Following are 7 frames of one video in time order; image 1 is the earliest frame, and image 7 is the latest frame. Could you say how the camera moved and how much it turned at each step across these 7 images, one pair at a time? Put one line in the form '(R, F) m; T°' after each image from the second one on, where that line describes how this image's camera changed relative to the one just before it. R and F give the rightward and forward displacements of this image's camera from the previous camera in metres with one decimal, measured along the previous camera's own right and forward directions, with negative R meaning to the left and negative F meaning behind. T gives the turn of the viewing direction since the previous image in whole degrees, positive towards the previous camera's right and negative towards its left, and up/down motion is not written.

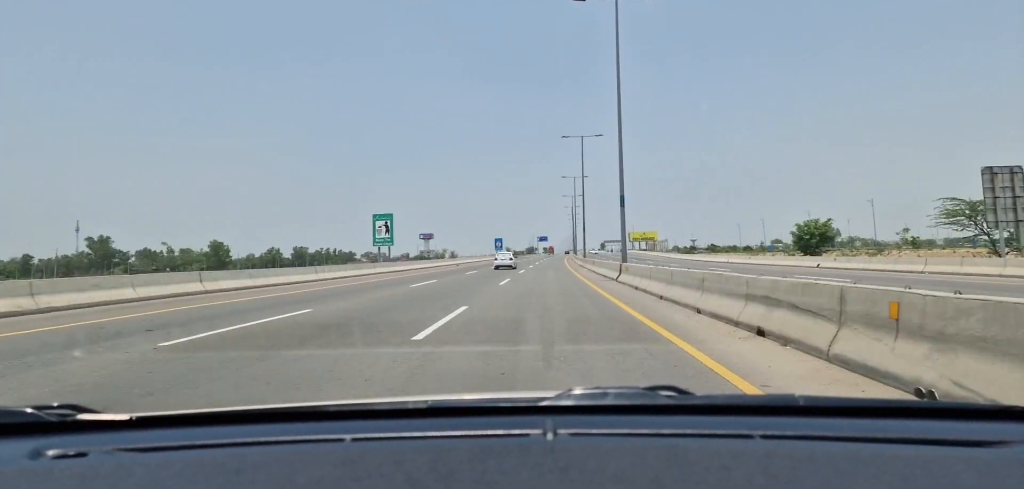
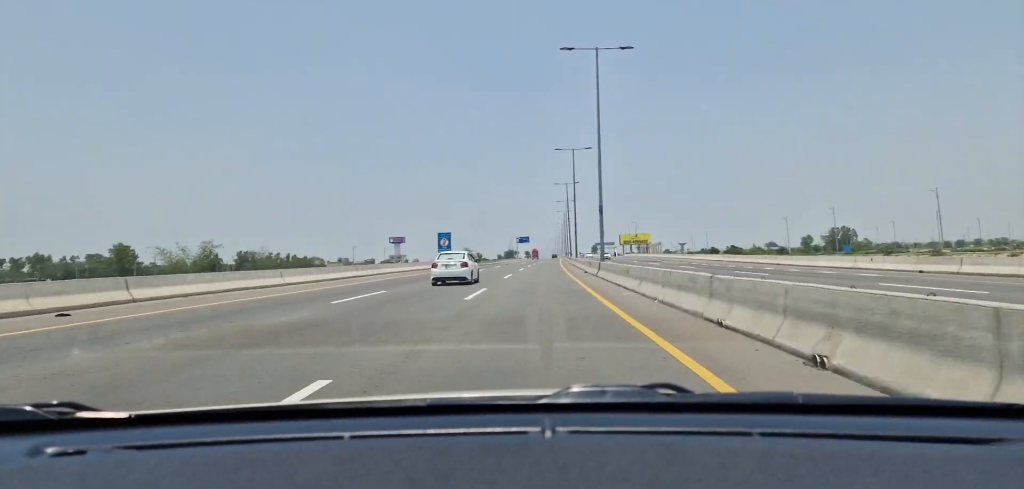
(+0.5, +64.4) m; +1°
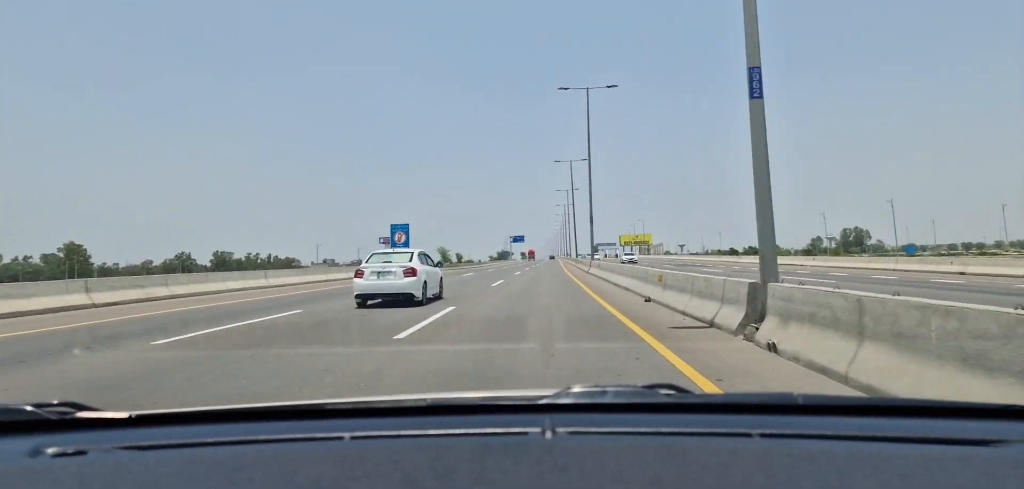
(0.0, +26.6) m; 0°
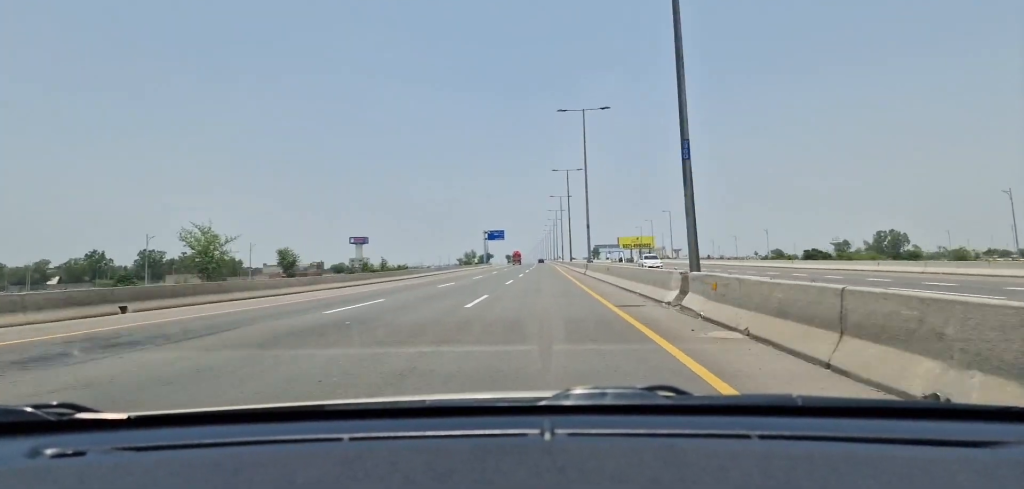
(+0.6, +64.3) m; 0°
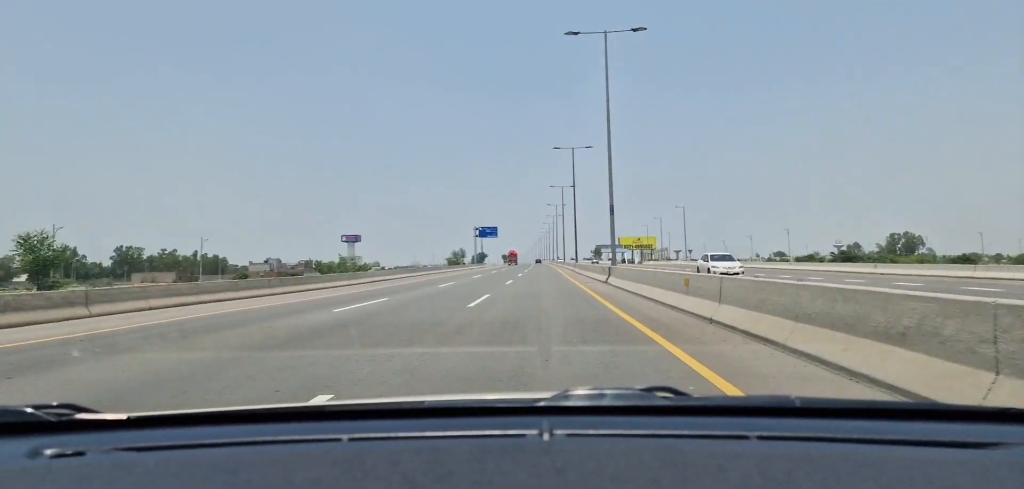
(+0.1, +18.4) m; 0°
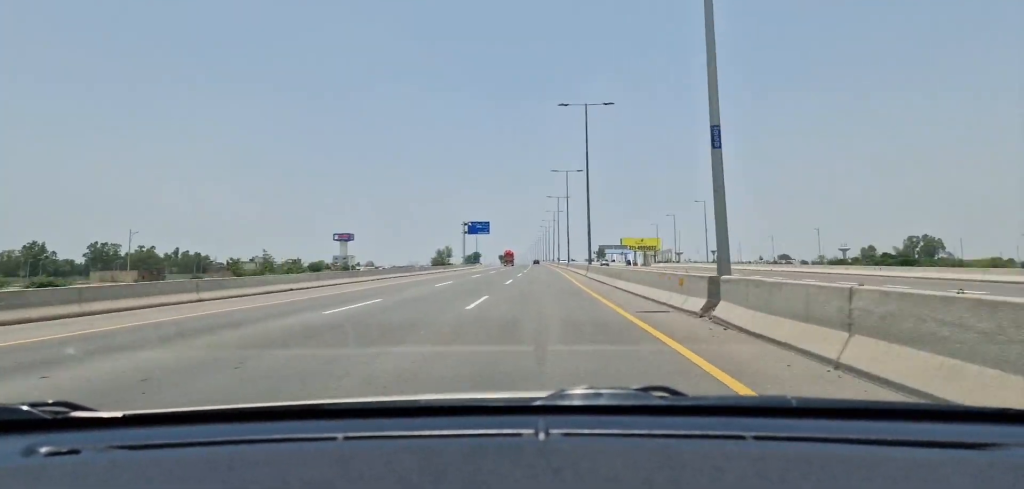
(-0.2, +18.4) m; 0°
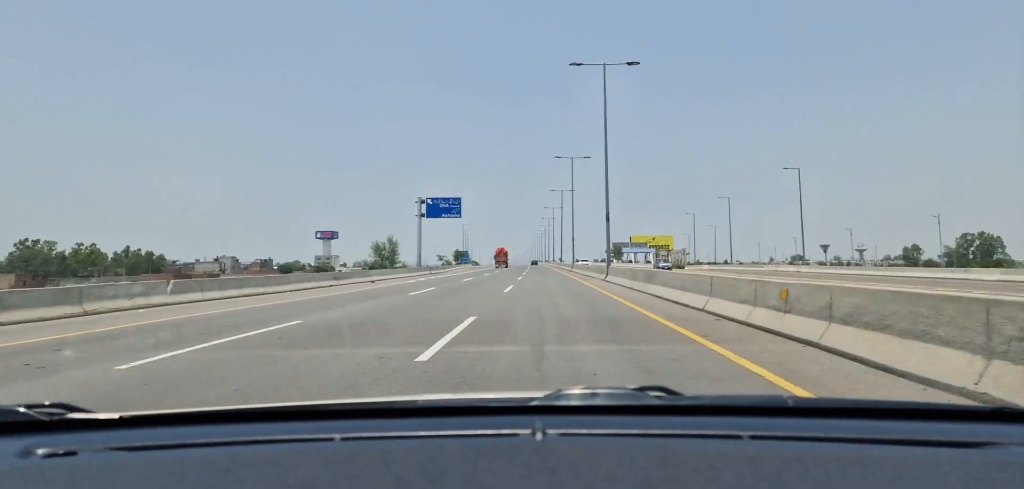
(-0.2, +45.5) m; 0°
